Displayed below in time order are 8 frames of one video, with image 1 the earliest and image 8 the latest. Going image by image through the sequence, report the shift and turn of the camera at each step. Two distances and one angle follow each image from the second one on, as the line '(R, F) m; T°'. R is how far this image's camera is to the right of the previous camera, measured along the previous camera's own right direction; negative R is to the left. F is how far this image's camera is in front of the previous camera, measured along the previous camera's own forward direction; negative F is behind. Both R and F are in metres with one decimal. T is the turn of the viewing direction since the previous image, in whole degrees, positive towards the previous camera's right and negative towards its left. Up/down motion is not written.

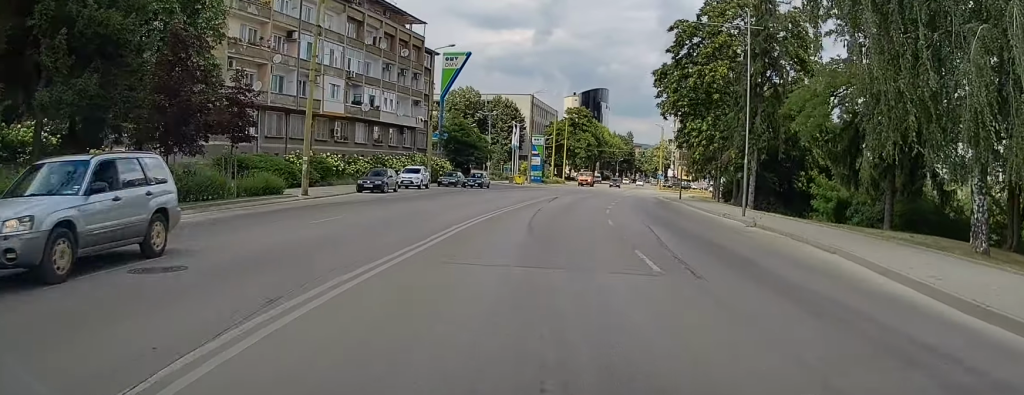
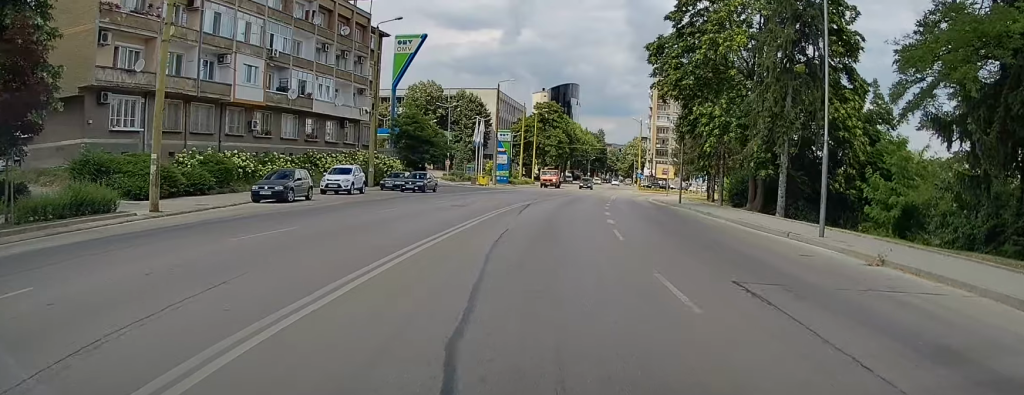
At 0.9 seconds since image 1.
(+0.1, +12.0) m; +3°
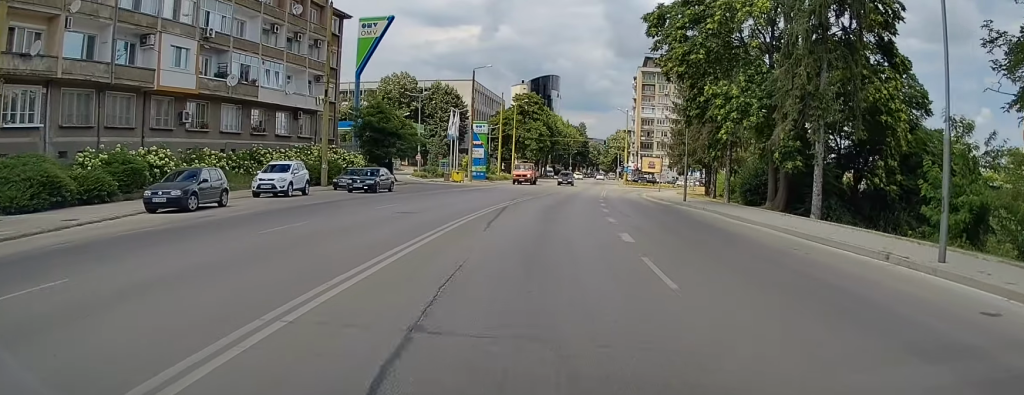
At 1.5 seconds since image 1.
(+0.2, +7.6) m; +2°
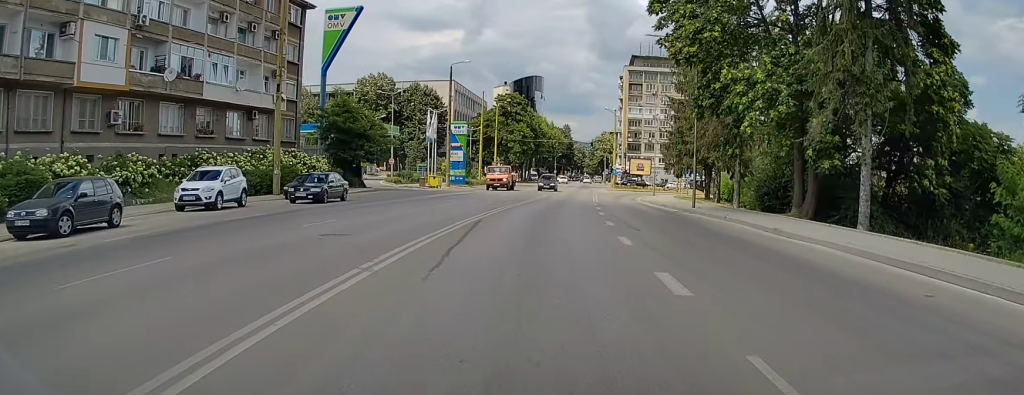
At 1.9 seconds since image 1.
(+0.2, +6.3) m; +2°
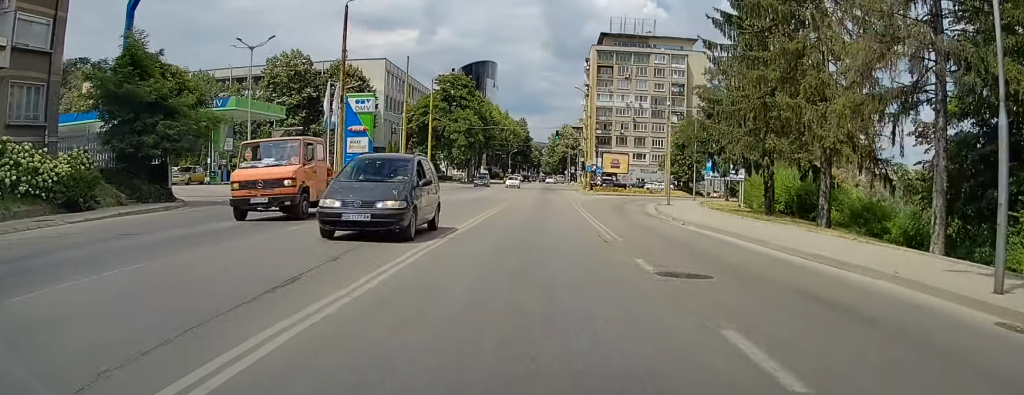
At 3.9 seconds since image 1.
(+1.3, +27.2) m; +4°
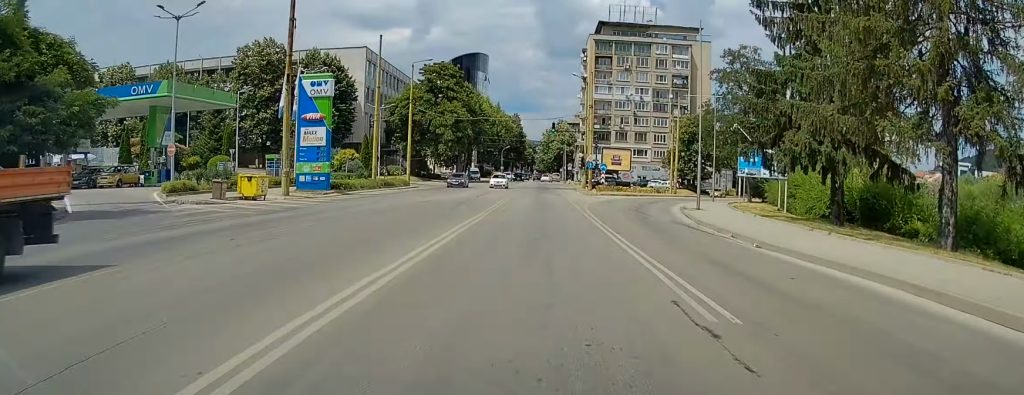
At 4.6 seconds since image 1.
(0.0, +9.3) m; 0°
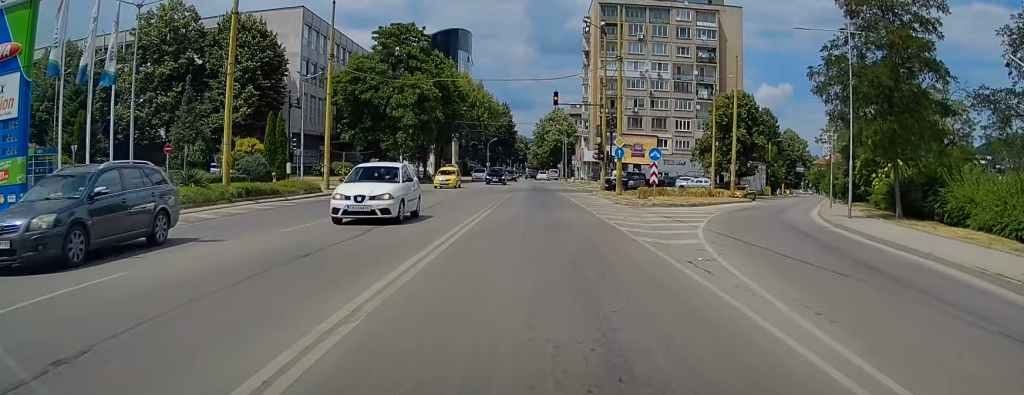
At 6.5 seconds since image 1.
(-0.2, +26.6) m; 0°
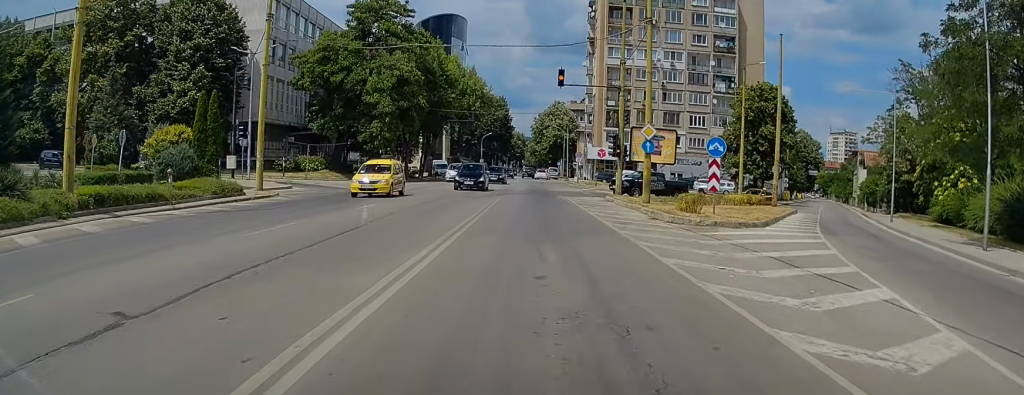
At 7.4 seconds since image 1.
(+0.2, +11.4) m; 0°
